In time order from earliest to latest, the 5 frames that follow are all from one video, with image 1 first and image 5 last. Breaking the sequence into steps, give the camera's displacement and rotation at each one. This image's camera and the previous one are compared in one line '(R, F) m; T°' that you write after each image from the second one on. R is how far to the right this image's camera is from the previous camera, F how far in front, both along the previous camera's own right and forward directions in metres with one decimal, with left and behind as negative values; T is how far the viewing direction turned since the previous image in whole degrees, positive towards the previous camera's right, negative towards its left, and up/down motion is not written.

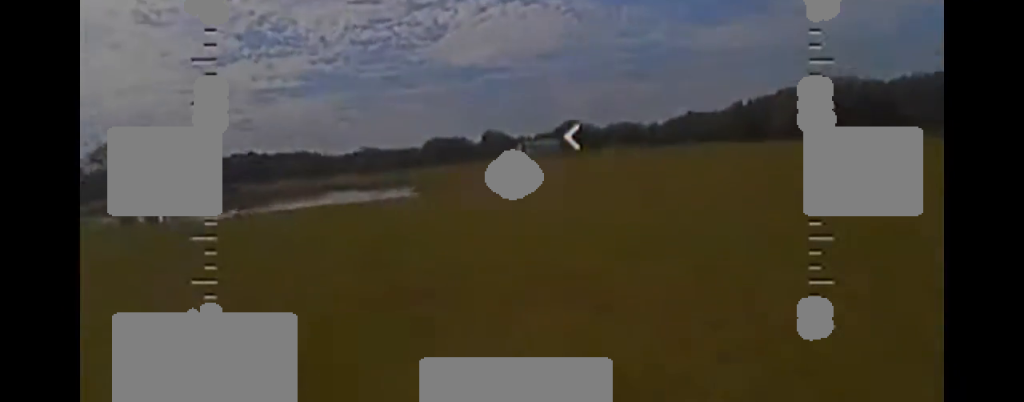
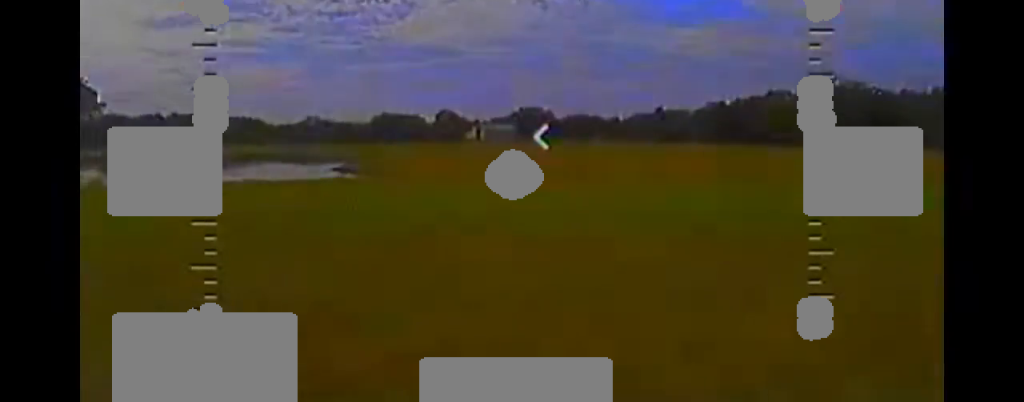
(-0.5, +18.2) m; -3°
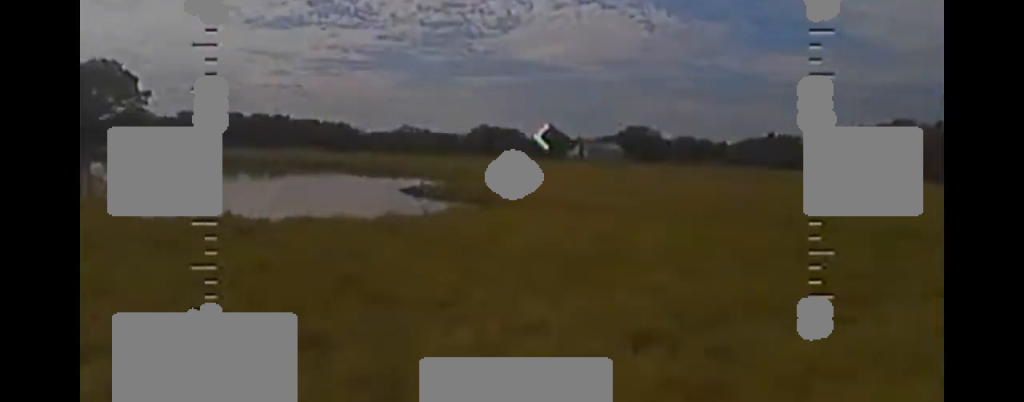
(-0.2, +14.9) m; -1°
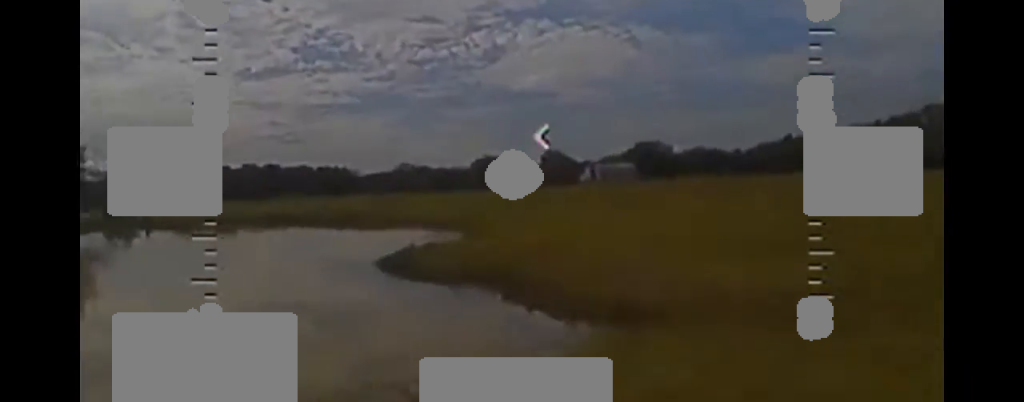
(-0.2, +15.2) m; +1°
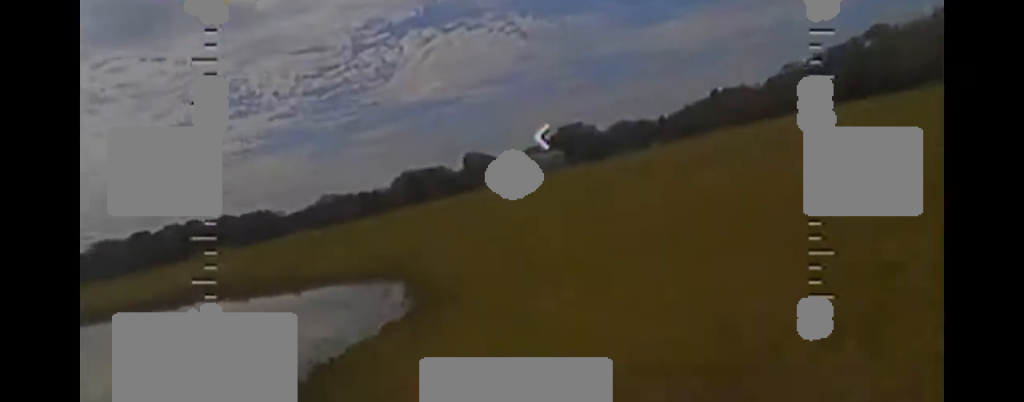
(+0.2, +13.8) m; +3°
